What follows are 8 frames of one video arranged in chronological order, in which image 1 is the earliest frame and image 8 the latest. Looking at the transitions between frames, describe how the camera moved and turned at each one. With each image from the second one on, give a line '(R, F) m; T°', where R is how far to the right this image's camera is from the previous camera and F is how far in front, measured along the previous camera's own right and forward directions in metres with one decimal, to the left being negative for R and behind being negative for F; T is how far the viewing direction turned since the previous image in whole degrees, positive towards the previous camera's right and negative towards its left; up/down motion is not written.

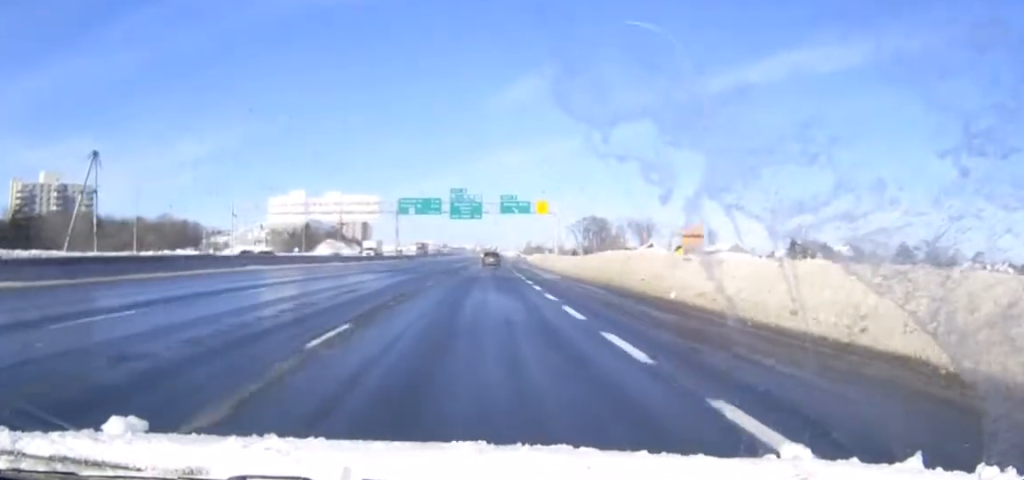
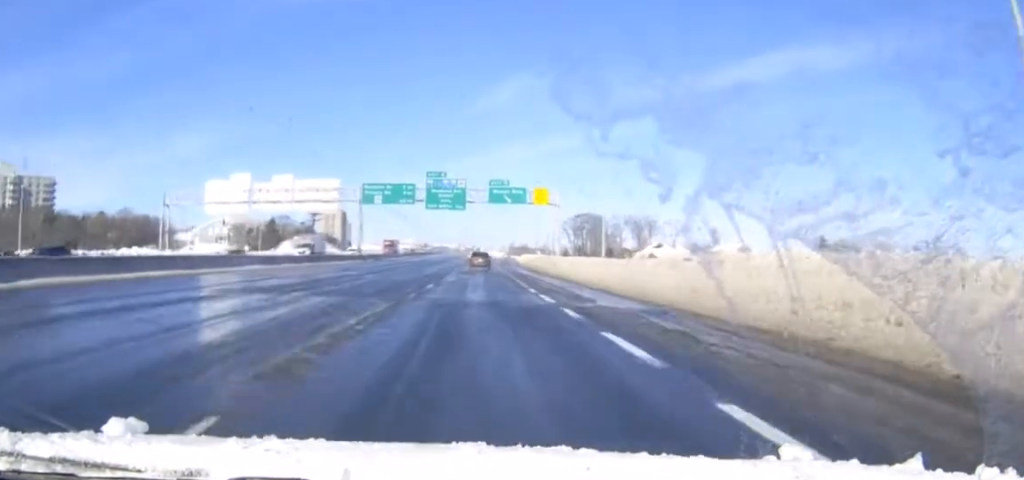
(+0.2, +25.3) m; +1°
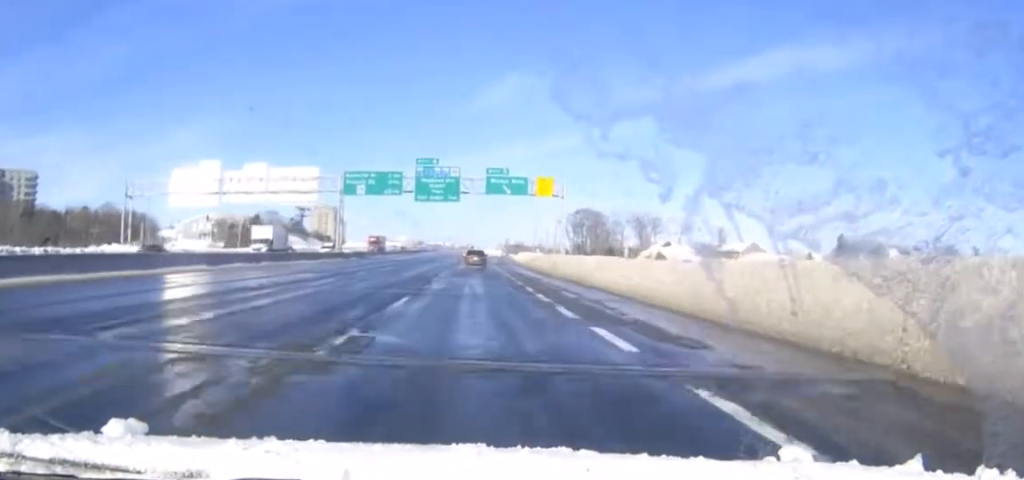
(0.0, +11.5) m; 0°
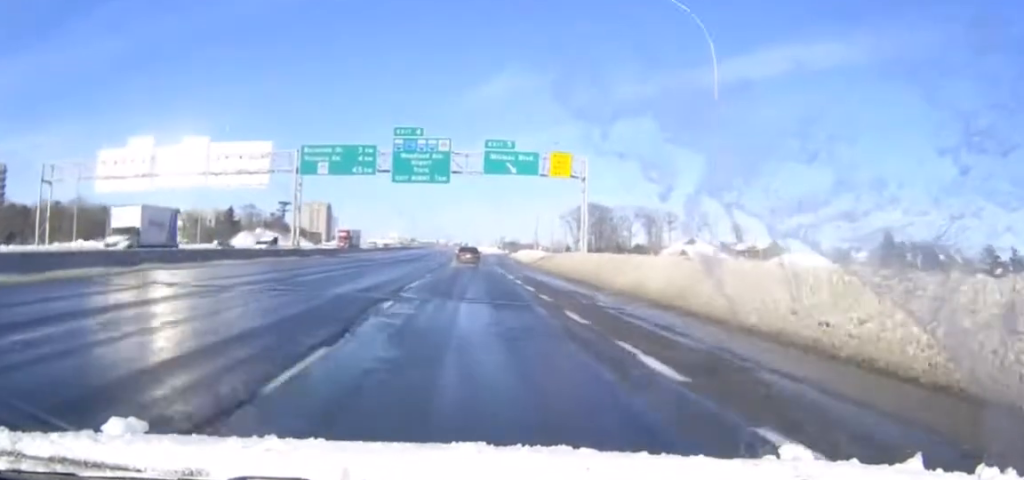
(+0.1, +20.8) m; 0°
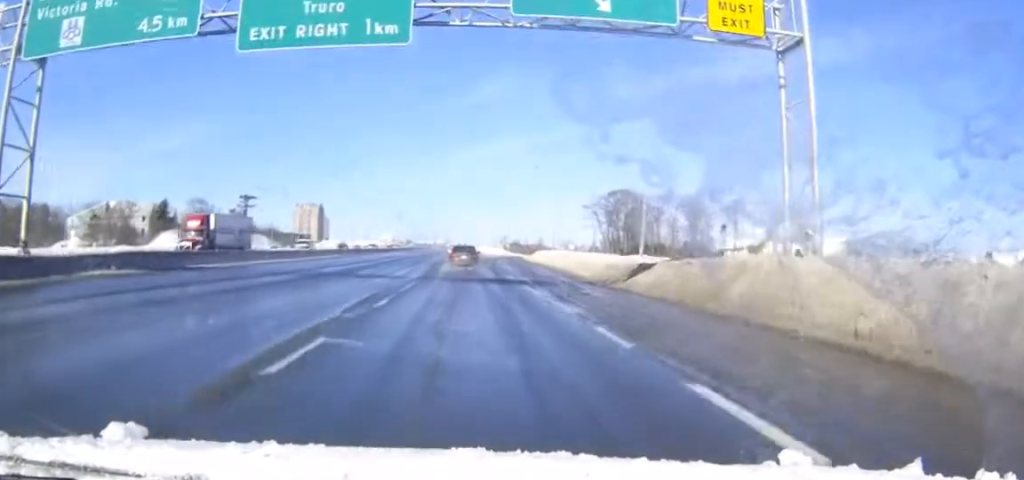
(-0.1, +47.3) m; 0°
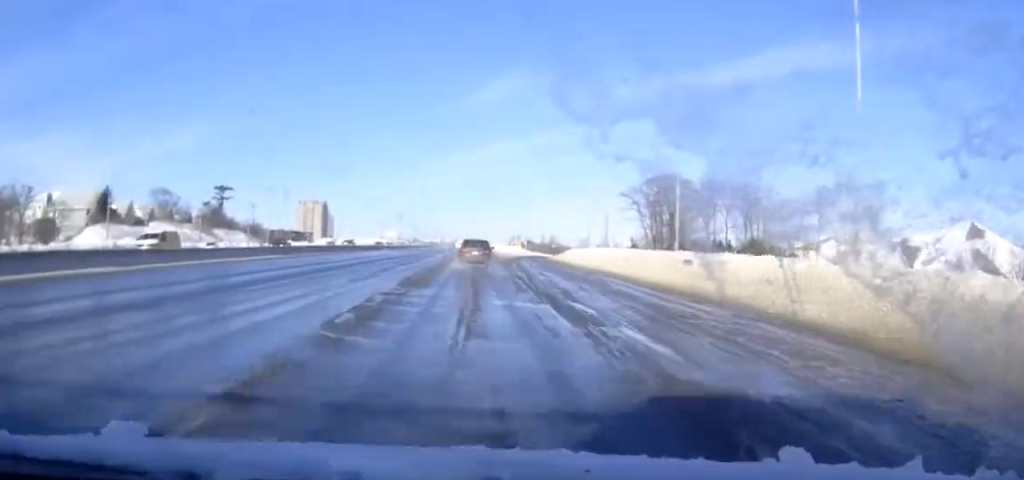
(0.0, +32.2) m; 0°
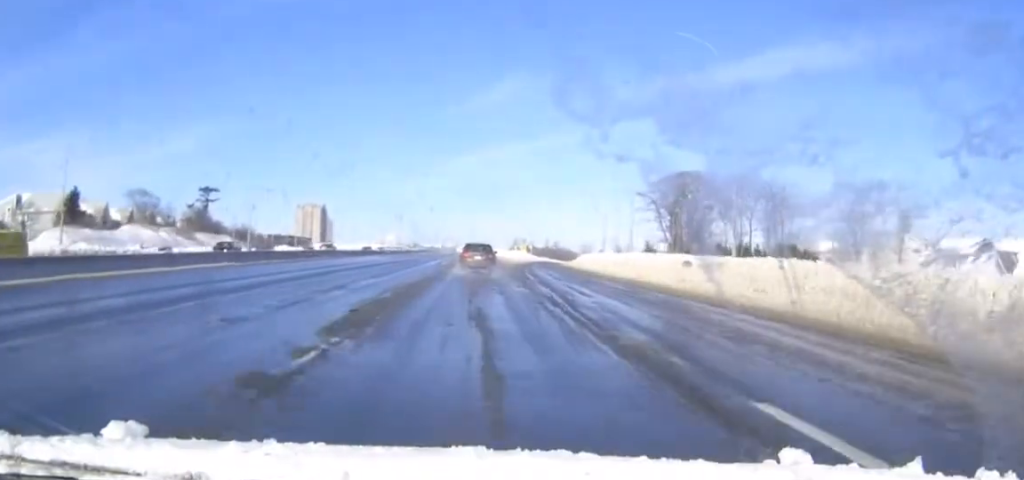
(0.0, +12.5) m; 0°
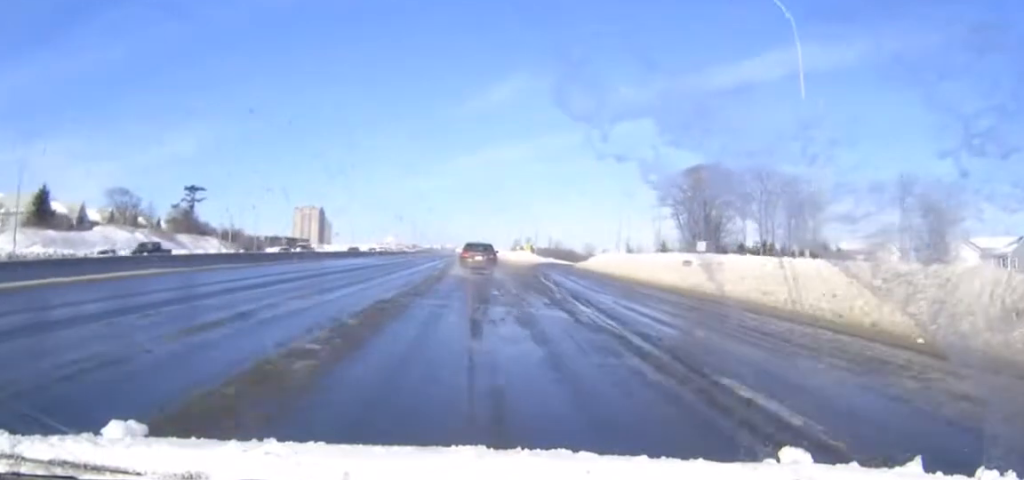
(0.0, +10.4) m; 0°
